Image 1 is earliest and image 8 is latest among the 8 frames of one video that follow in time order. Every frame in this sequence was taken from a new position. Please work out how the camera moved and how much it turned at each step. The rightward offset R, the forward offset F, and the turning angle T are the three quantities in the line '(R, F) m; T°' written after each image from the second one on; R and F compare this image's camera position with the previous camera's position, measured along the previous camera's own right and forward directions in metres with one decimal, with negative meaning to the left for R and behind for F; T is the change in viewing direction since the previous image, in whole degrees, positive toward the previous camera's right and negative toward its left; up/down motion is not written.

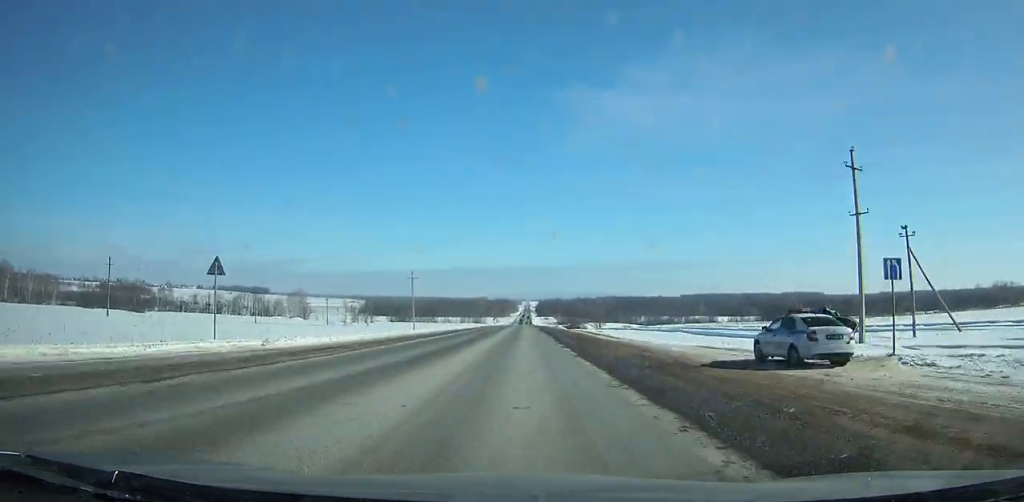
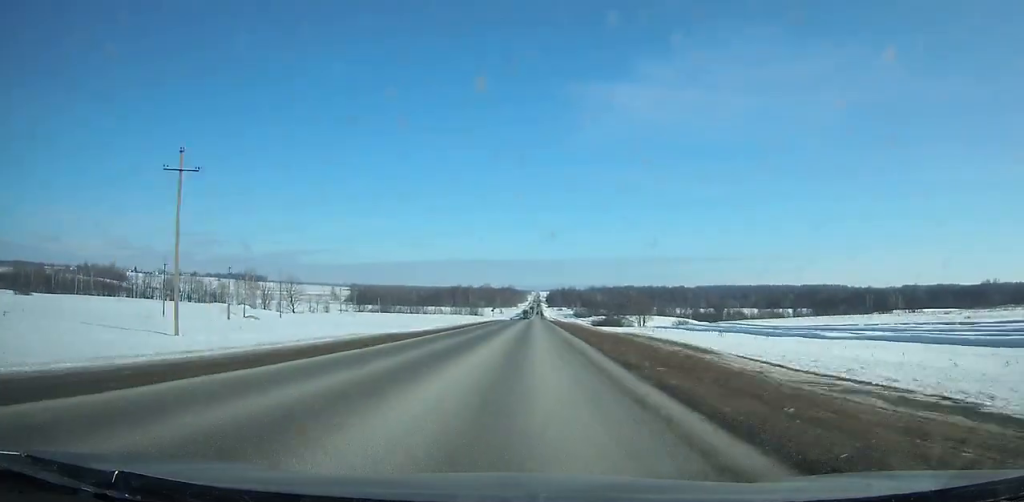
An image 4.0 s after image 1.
(-0.2, +96.4) m; 0°
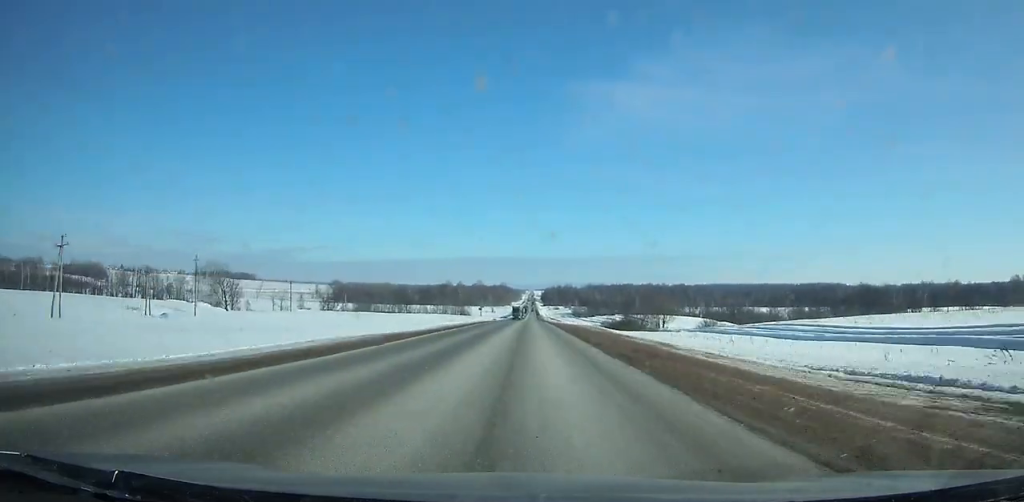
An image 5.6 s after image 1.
(+0.3, +39.5) m; 0°
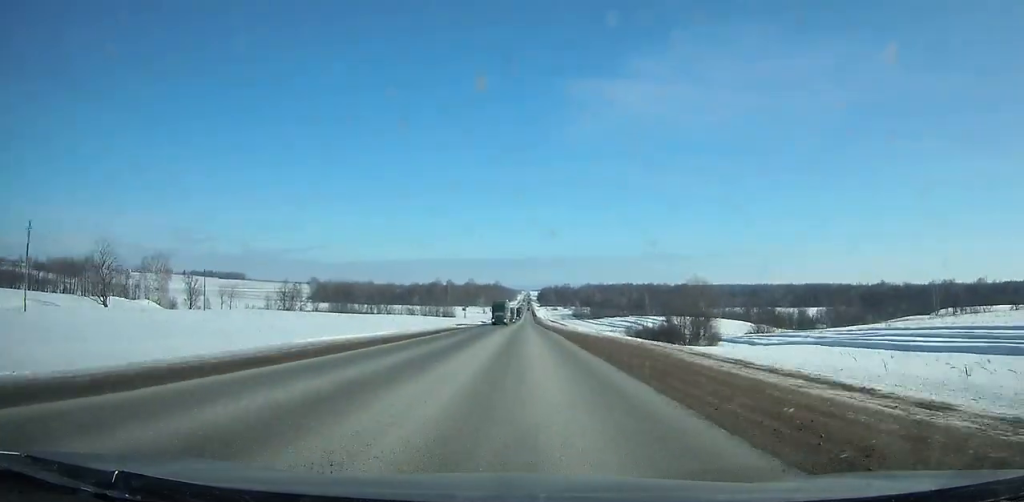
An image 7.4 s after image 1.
(+0.1, +45.3) m; 0°
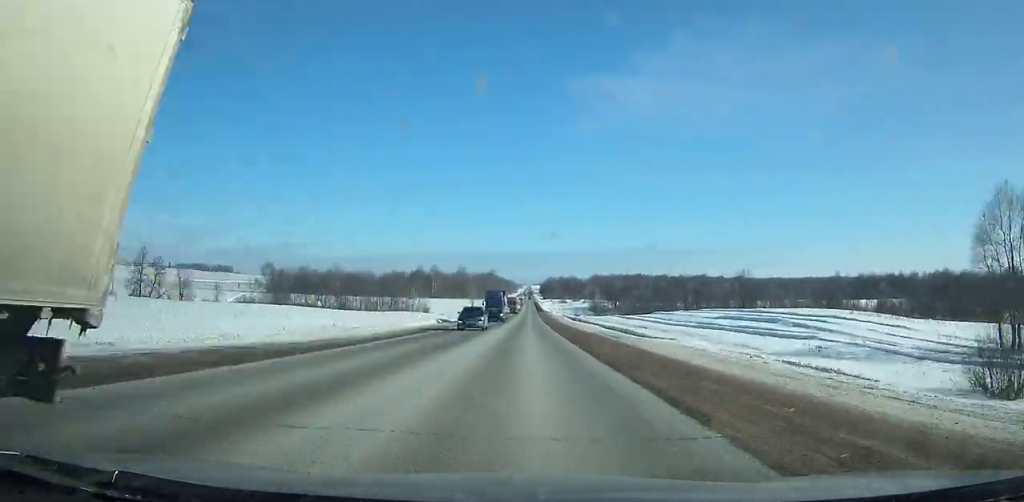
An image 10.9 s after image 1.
(+0.1, +92.1) m; 0°
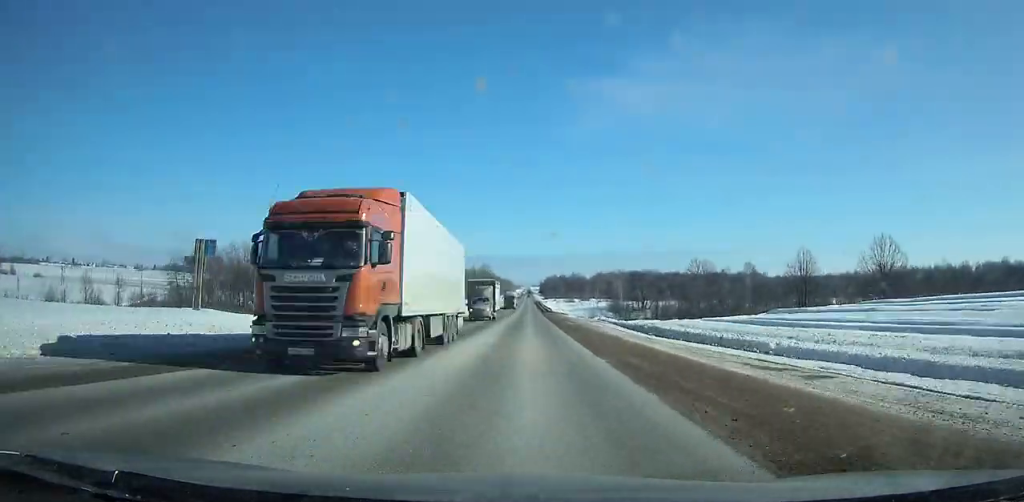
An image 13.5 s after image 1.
(0.0, +69.2) m; 0°
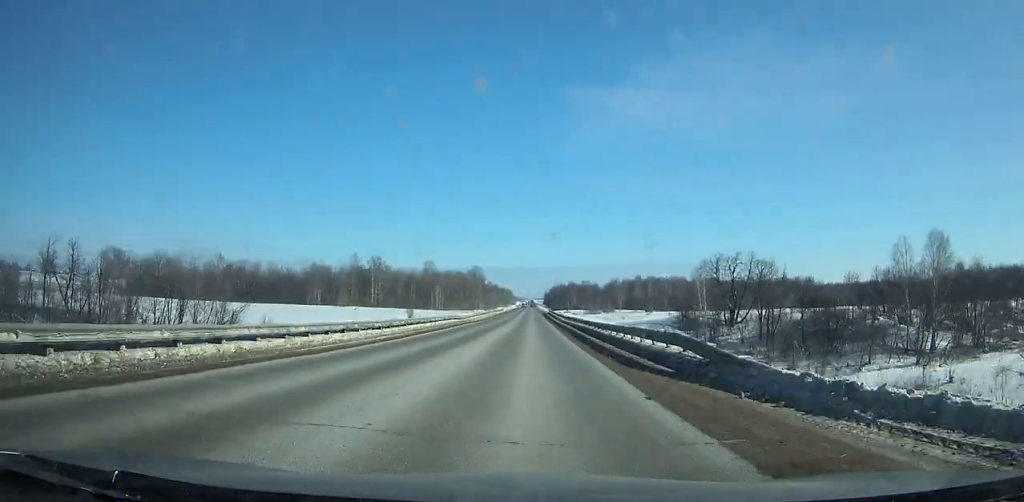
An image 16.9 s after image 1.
(-0.1, +88.2) m; 0°
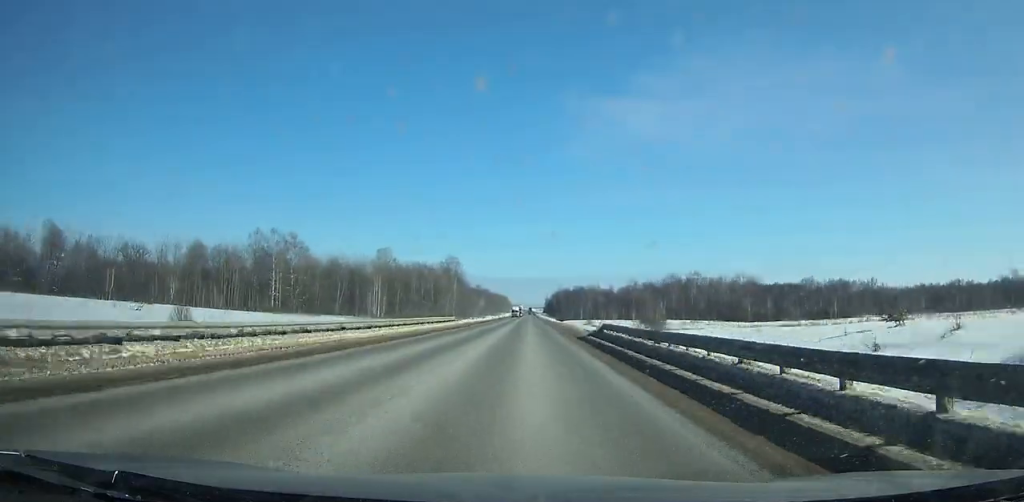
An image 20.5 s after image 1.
(-0.1, +94.6) m; 0°
